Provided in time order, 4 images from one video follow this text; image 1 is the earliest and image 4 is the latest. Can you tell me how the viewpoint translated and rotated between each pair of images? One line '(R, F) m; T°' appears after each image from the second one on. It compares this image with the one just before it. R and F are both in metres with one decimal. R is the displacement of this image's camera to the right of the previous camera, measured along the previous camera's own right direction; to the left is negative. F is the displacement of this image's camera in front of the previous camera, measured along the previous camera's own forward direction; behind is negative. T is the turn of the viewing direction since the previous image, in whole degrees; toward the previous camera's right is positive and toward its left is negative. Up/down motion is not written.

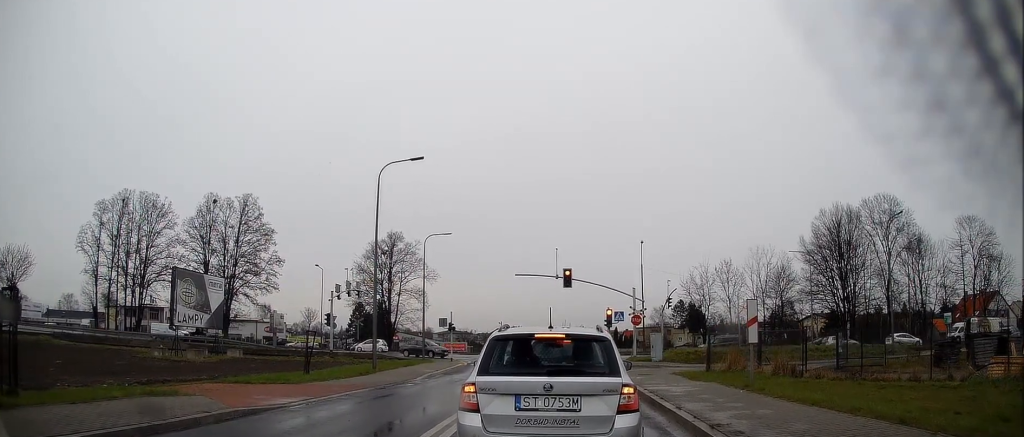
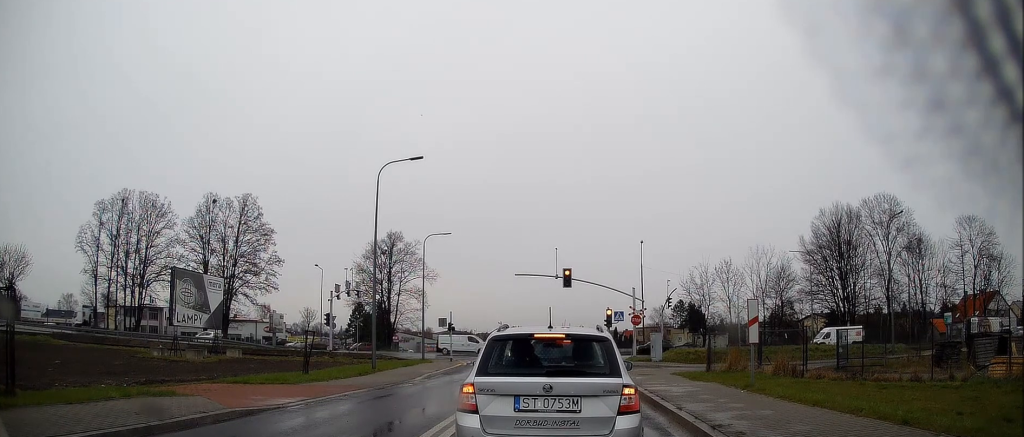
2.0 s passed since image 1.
(0.0, 0.0) m; 0°
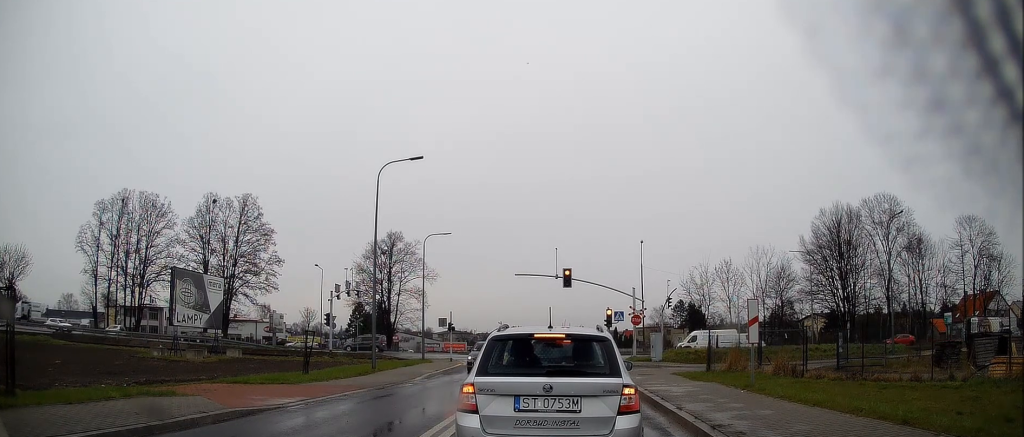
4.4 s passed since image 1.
(0.0, 0.0) m; 0°
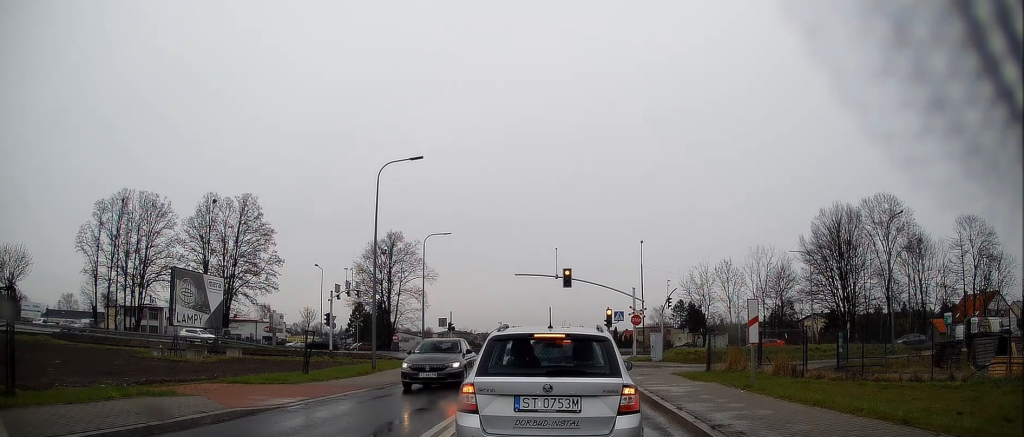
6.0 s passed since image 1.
(0.0, 0.0) m; 0°
